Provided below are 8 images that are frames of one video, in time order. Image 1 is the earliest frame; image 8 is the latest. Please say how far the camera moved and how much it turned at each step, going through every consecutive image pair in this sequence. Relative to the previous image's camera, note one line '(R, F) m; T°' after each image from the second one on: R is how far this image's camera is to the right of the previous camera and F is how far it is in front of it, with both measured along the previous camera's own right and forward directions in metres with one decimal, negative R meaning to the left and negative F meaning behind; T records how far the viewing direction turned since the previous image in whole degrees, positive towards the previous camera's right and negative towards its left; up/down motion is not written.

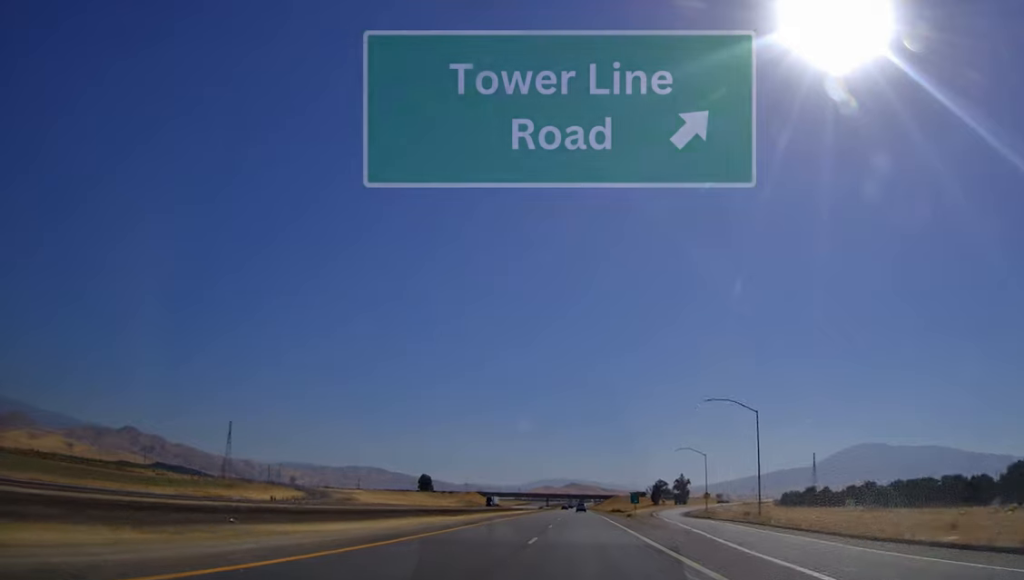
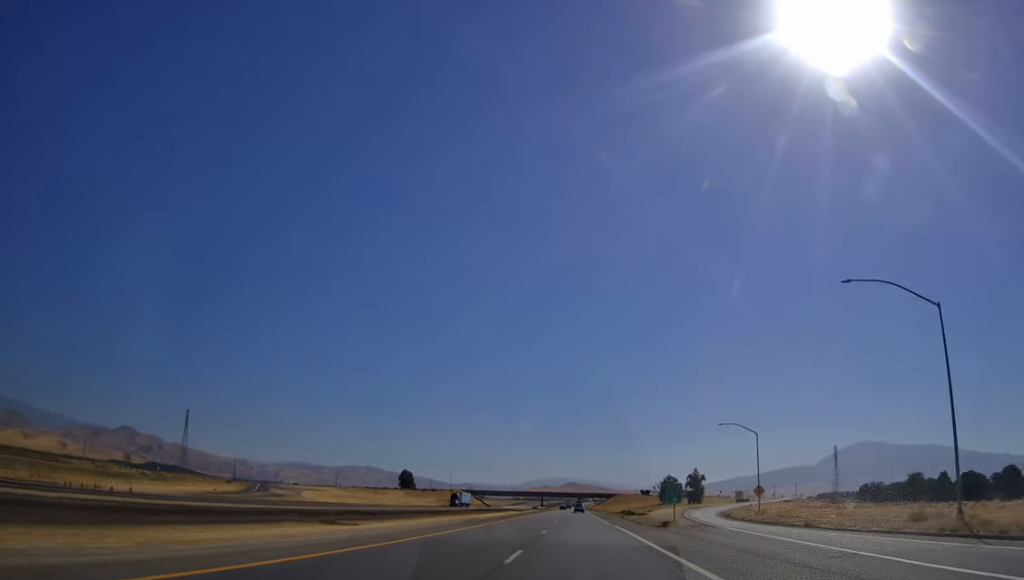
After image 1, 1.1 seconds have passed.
(-0.1, +38.3) m; 0°
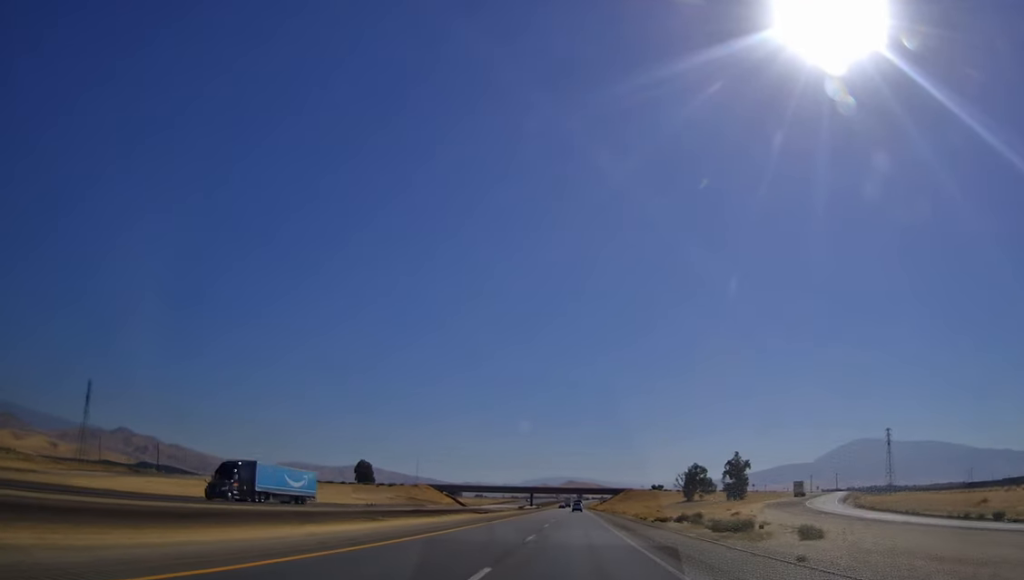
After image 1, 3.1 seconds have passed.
(+0.7, +65.0) m; 0°
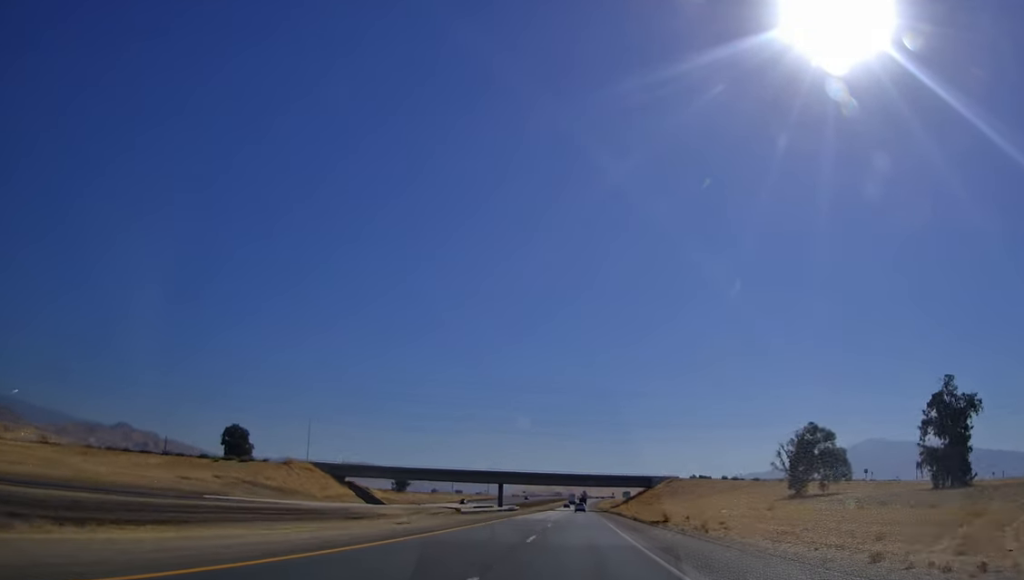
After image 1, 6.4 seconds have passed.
(-1.0, +102.6) m; -1°
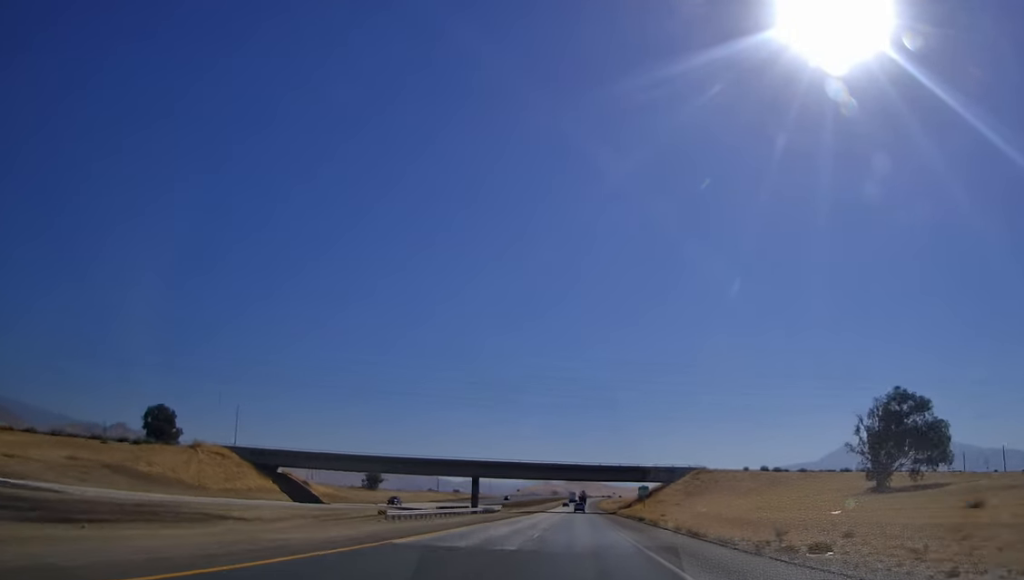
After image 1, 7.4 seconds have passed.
(0.0, +30.7) m; 0°
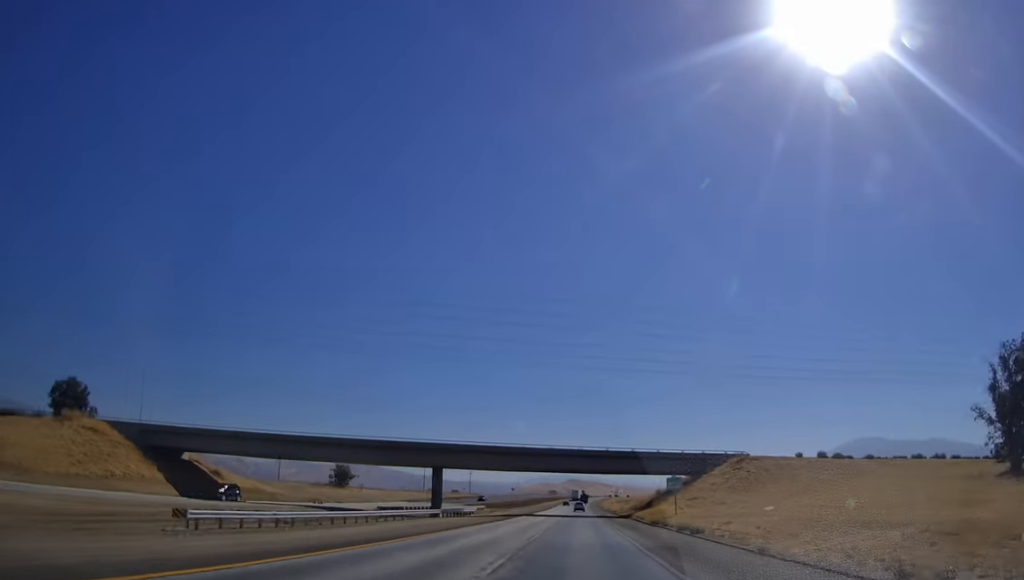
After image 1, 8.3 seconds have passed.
(+0.1, +26.0) m; 0°
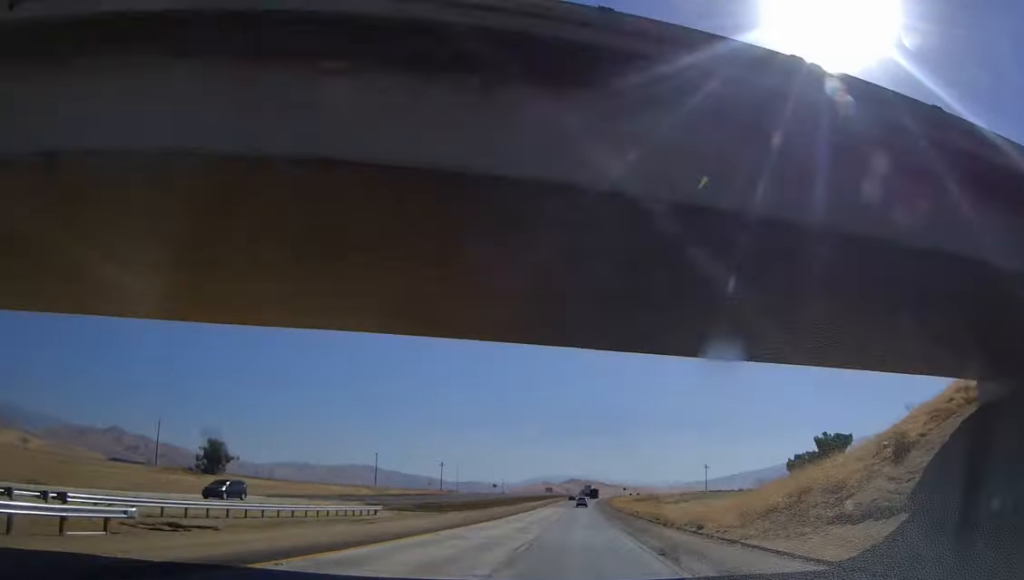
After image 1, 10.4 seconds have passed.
(+0.1, +62.2) m; 0°
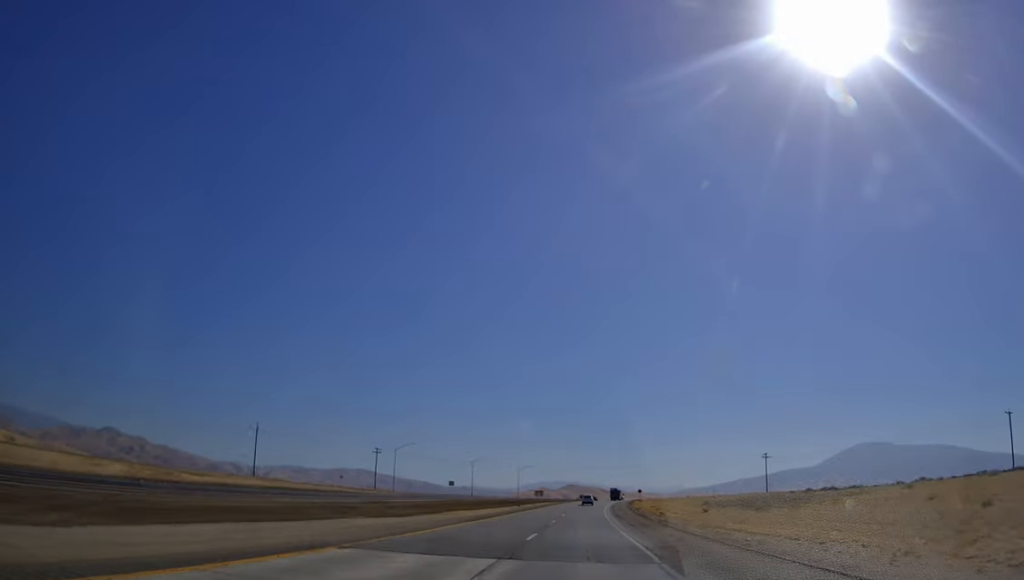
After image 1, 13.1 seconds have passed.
(+0.2, +73.9) m; 0°
